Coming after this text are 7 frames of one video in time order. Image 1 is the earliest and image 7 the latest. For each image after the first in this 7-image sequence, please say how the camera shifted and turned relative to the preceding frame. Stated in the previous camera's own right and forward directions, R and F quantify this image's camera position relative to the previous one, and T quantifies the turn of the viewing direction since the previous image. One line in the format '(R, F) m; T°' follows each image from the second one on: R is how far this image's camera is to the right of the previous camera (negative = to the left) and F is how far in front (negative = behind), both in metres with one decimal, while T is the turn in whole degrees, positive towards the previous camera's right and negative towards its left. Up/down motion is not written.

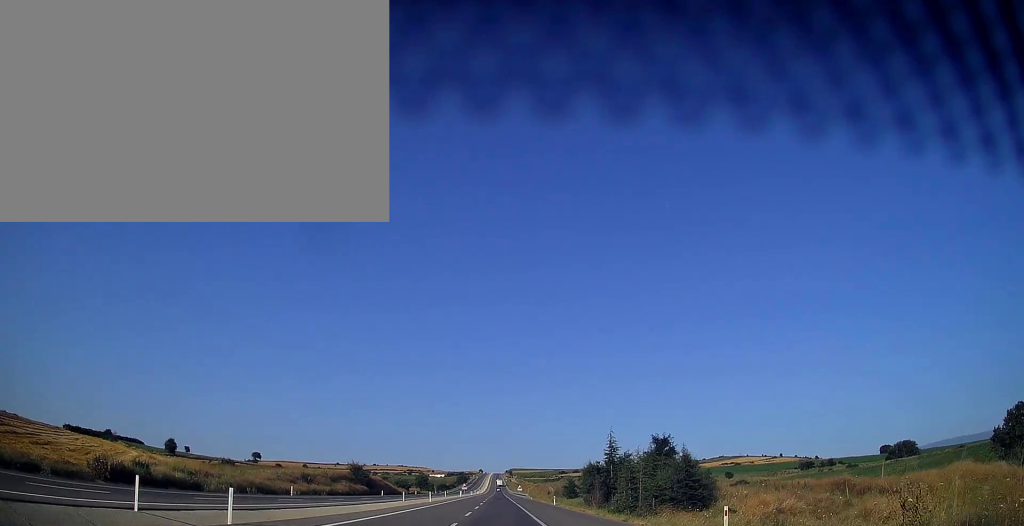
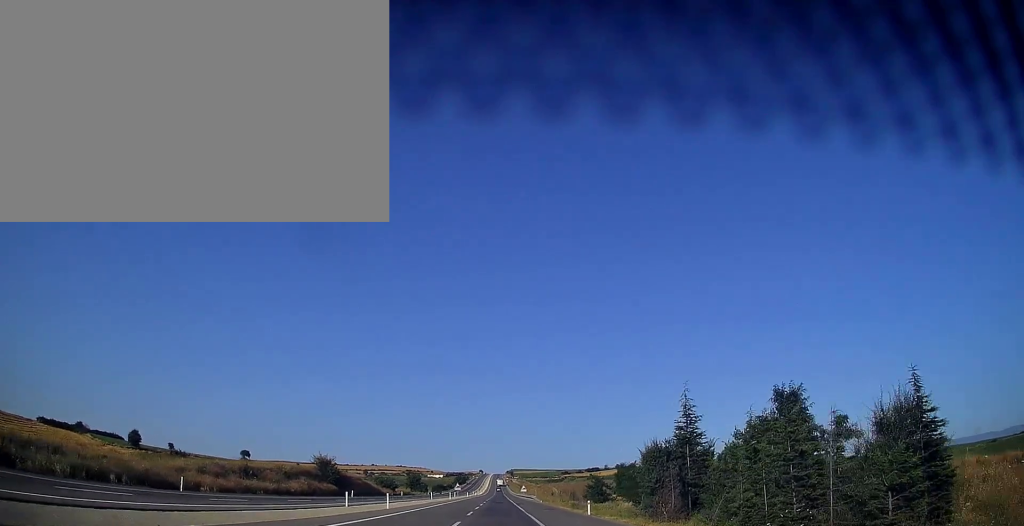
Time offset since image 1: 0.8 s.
(0.0, +23.5) m; 0°
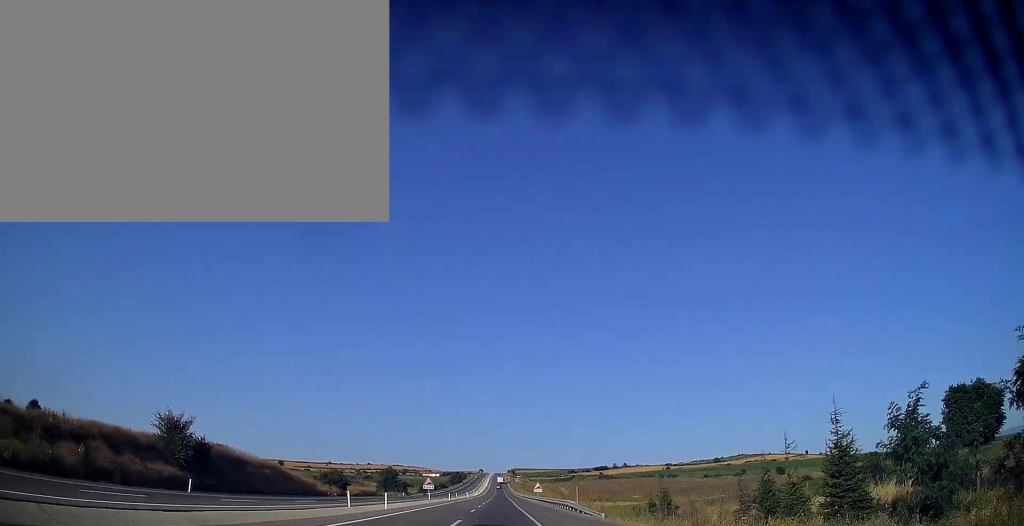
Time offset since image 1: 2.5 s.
(0.0, +49.2) m; 0°
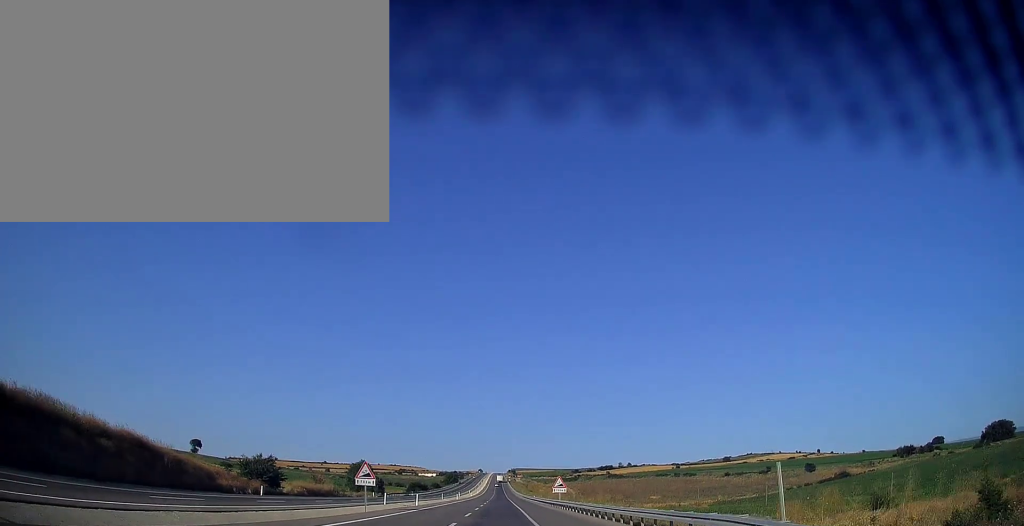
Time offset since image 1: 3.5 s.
(+0.2, +31.5) m; 0°
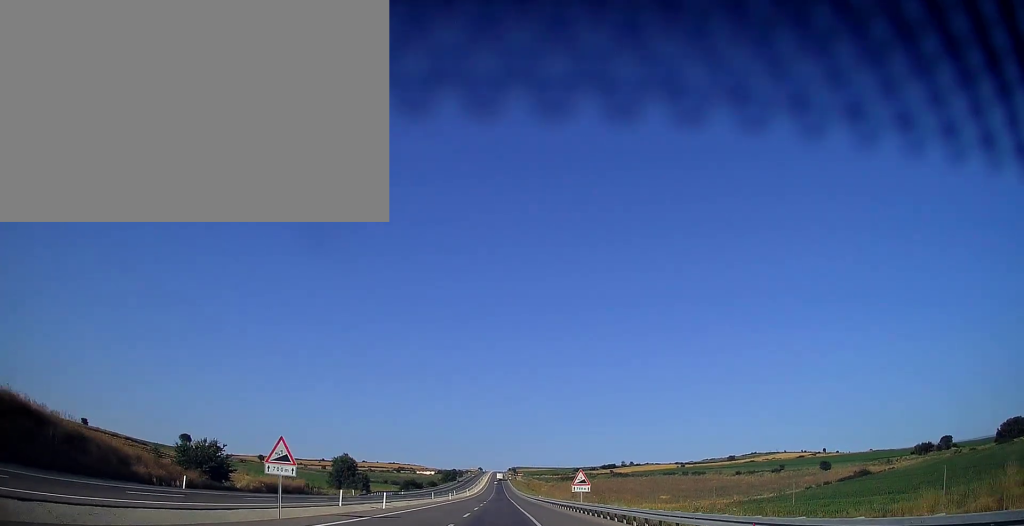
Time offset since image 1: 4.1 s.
(0.0, +15.8) m; 0°
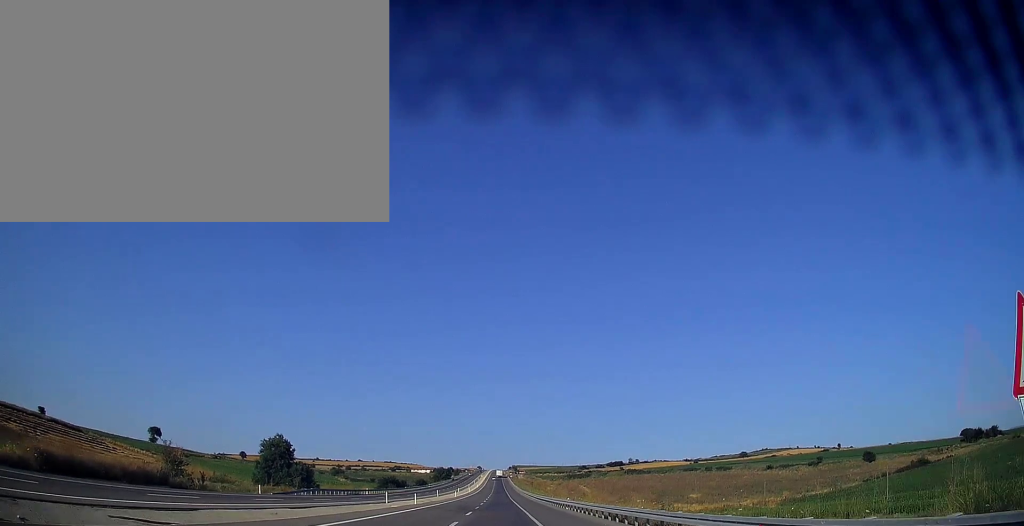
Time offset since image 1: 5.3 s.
(0.0, +36.4) m; 0°
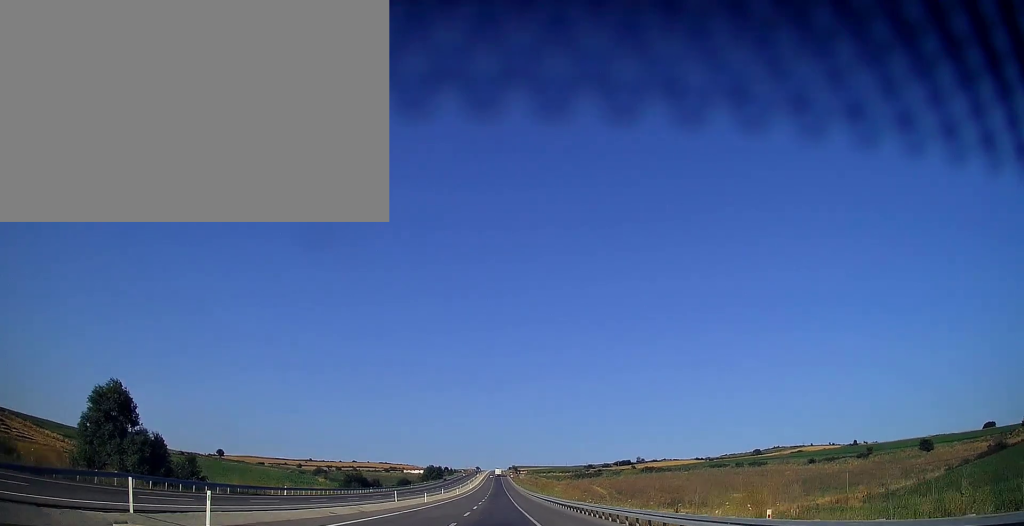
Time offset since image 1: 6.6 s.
(-0.1, +37.4) m; 0°
